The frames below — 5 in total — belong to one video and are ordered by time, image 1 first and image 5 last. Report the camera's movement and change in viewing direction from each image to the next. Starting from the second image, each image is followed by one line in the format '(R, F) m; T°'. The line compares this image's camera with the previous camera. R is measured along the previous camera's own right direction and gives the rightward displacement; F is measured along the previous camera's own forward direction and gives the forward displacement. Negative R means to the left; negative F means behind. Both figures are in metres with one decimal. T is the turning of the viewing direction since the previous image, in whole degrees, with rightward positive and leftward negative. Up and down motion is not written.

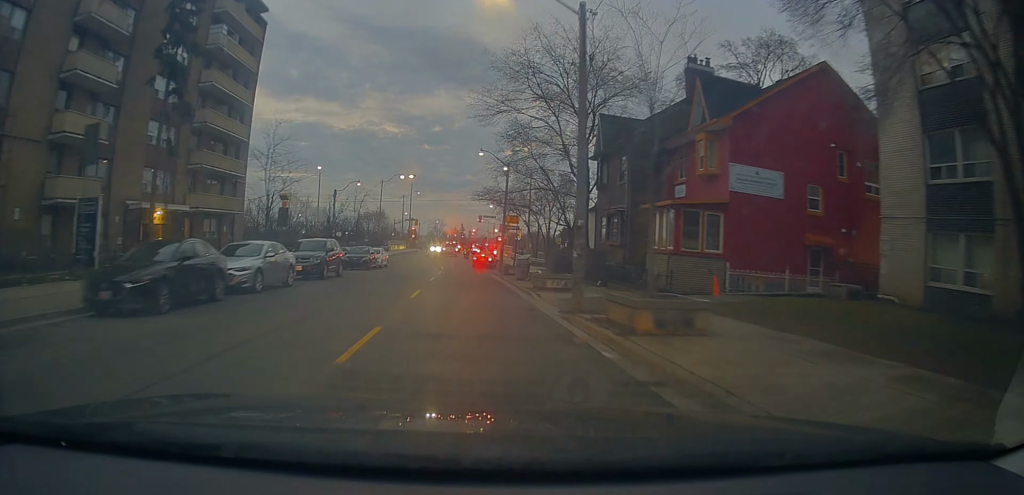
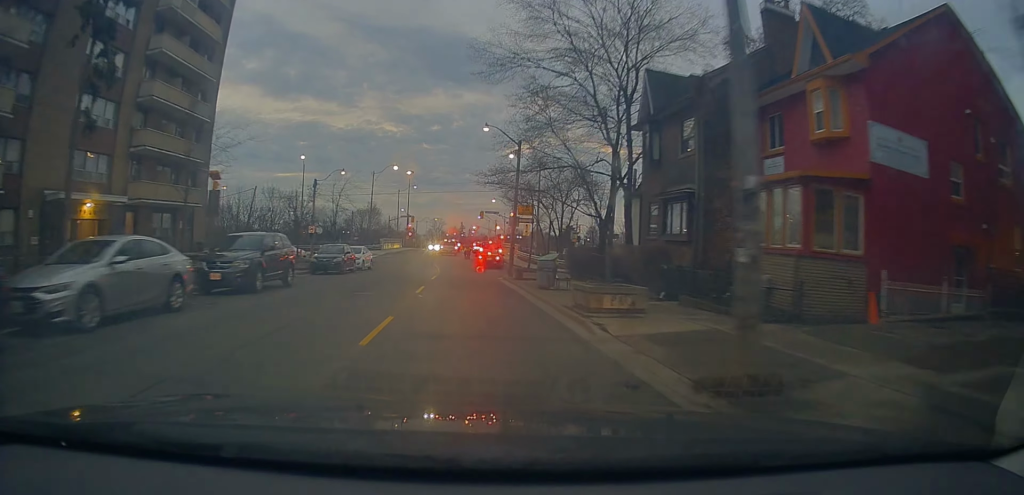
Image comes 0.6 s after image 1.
(-0.1, +8.1) m; -1°
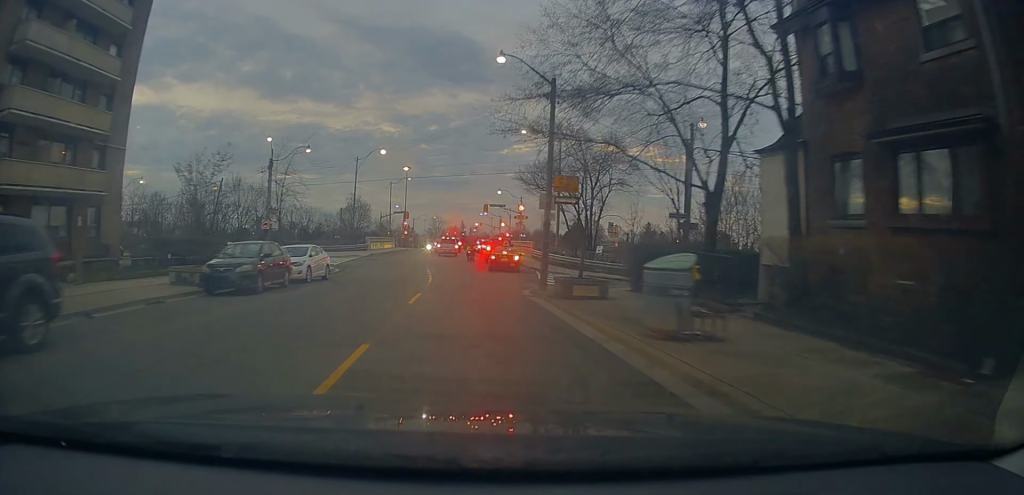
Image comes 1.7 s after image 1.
(-0.3, +12.5) m; -1°
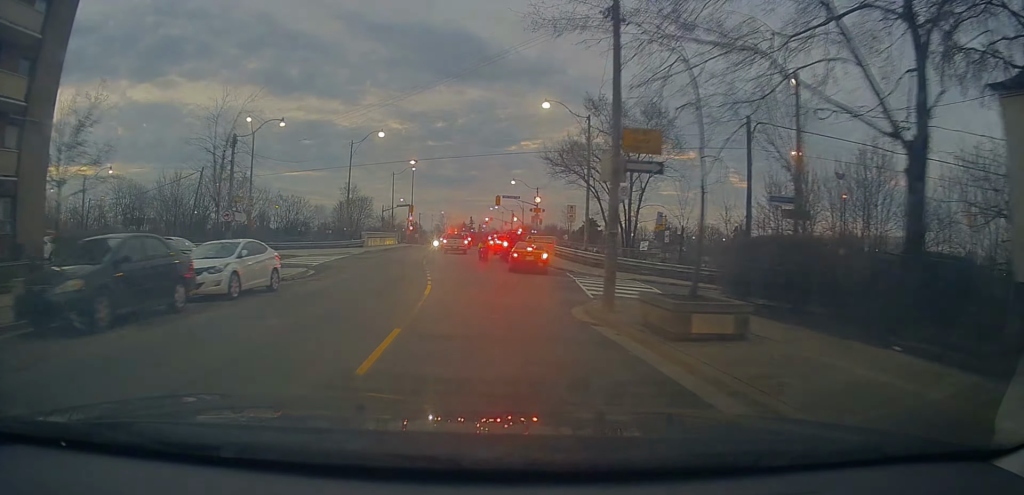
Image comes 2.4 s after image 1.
(0.0, +8.3) m; +1°
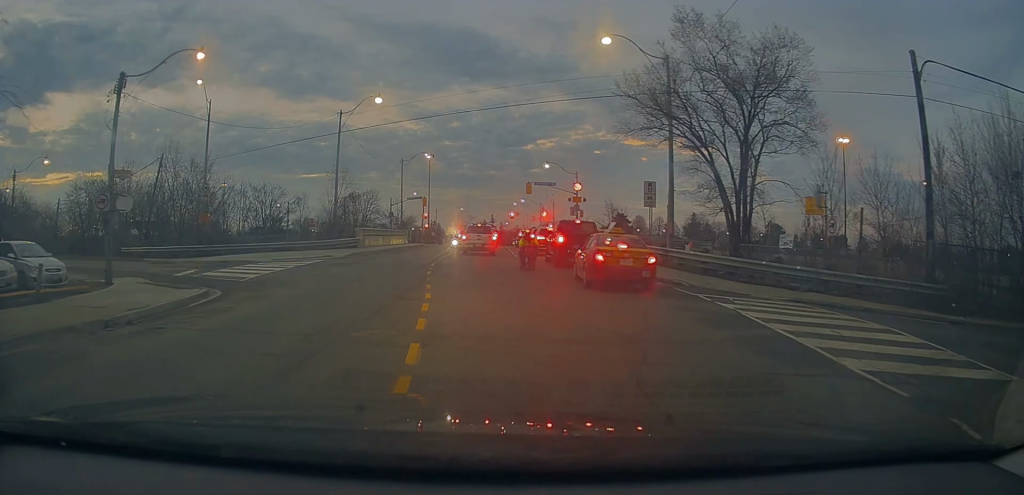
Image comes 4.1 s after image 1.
(-0.1, +14.2) m; +2°
